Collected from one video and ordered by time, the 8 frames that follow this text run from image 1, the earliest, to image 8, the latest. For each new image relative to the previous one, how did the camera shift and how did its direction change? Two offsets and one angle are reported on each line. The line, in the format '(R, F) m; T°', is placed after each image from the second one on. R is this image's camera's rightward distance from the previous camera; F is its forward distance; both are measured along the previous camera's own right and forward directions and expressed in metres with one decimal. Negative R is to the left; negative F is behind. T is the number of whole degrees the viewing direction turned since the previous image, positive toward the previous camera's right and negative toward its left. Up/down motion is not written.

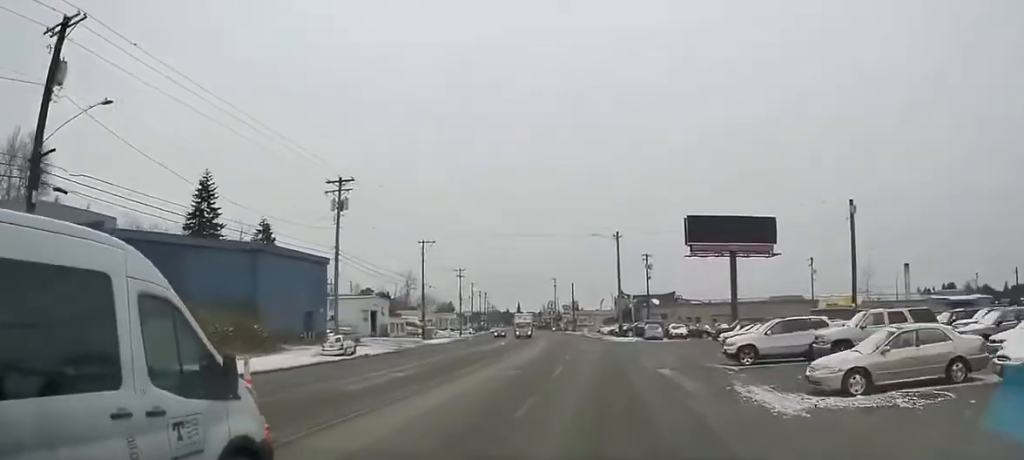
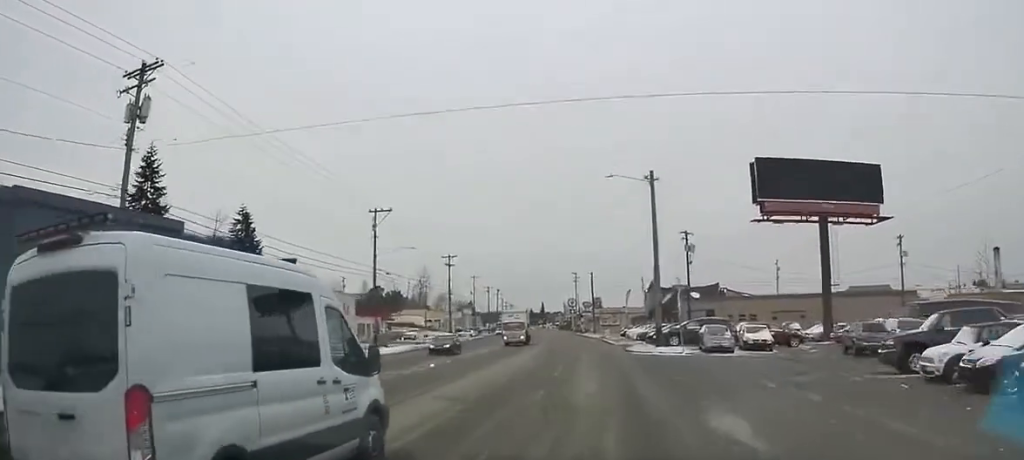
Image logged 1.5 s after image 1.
(0.0, +26.2) m; 0°
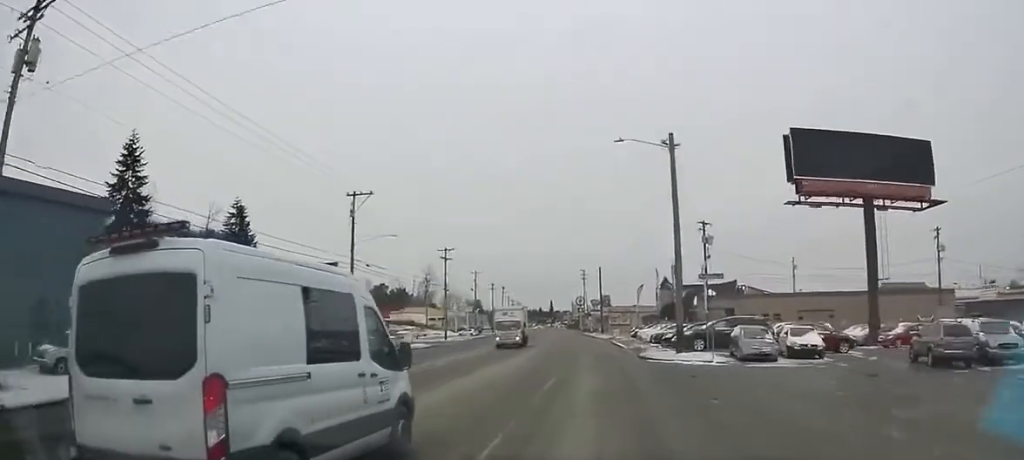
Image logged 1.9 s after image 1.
(0.0, +7.7) m; 0°
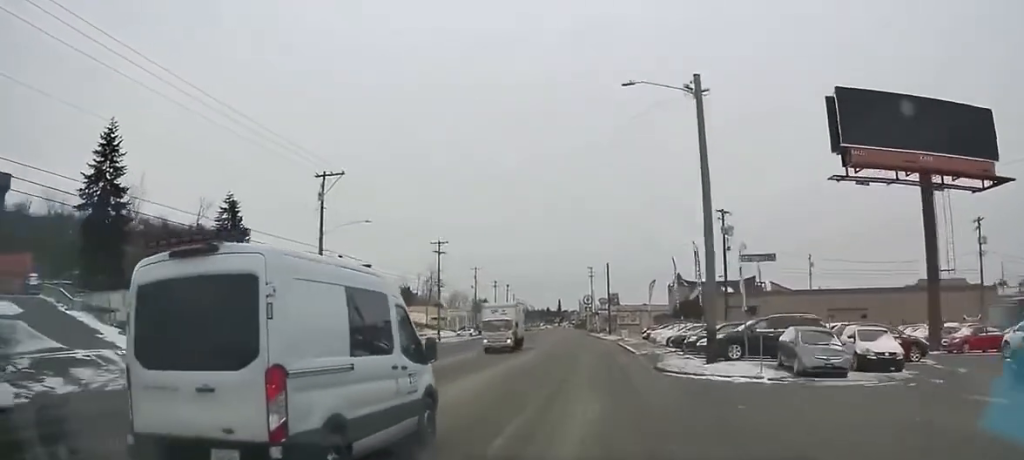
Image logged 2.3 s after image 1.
(0.0, +7.8) m; 0°
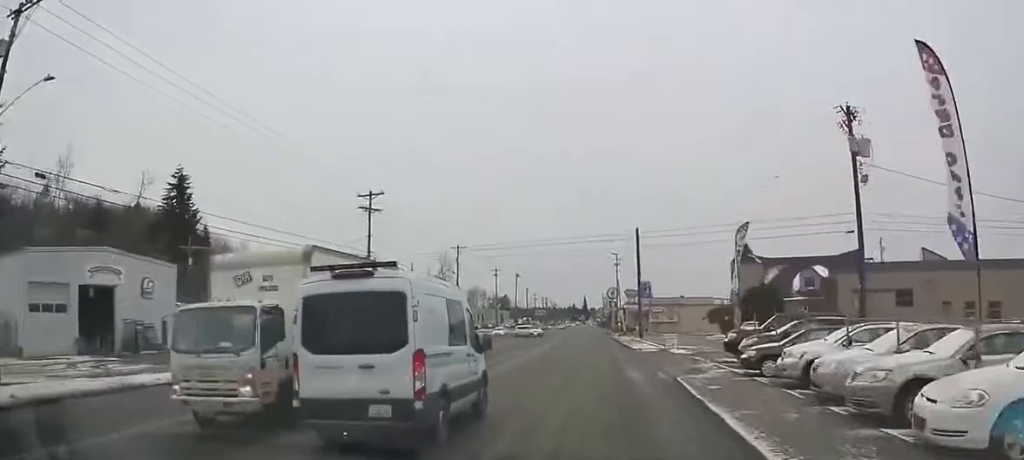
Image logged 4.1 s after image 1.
(-0.7, +31.9) m; -4°
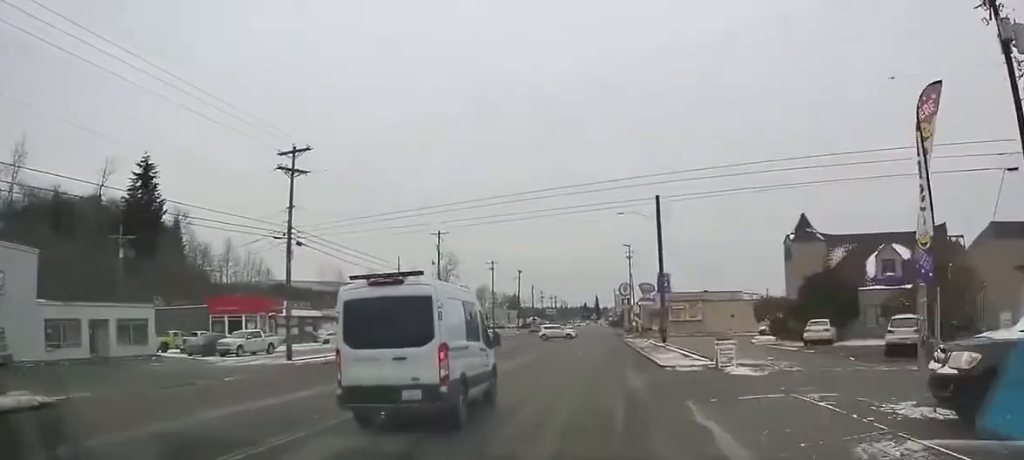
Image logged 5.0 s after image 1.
(-0.5, +15.1) m; -3°
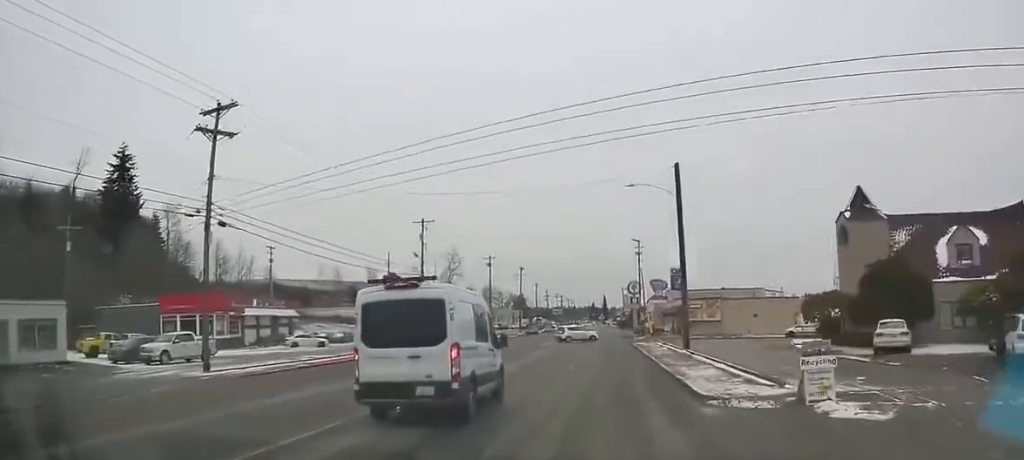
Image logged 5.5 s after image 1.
(-0.2, +9.3) m; -1°
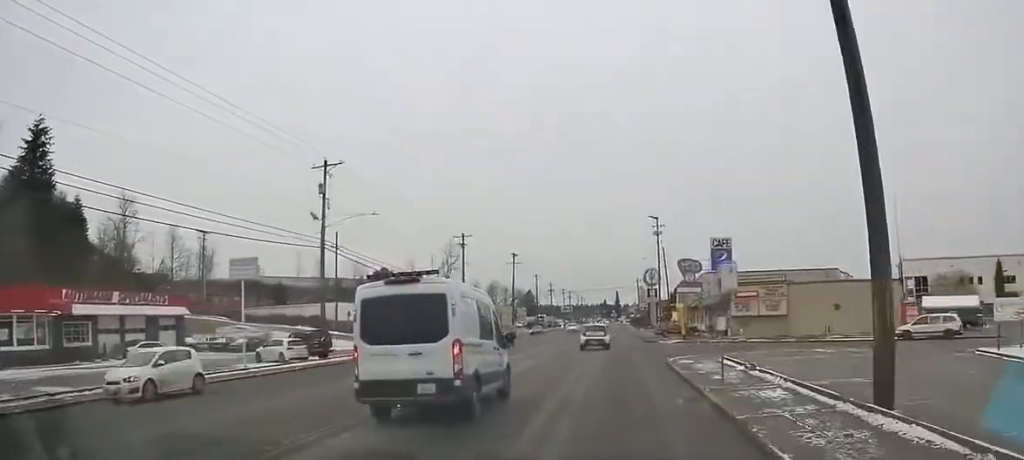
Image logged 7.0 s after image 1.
(-0.2, +25.7) m; -1°
